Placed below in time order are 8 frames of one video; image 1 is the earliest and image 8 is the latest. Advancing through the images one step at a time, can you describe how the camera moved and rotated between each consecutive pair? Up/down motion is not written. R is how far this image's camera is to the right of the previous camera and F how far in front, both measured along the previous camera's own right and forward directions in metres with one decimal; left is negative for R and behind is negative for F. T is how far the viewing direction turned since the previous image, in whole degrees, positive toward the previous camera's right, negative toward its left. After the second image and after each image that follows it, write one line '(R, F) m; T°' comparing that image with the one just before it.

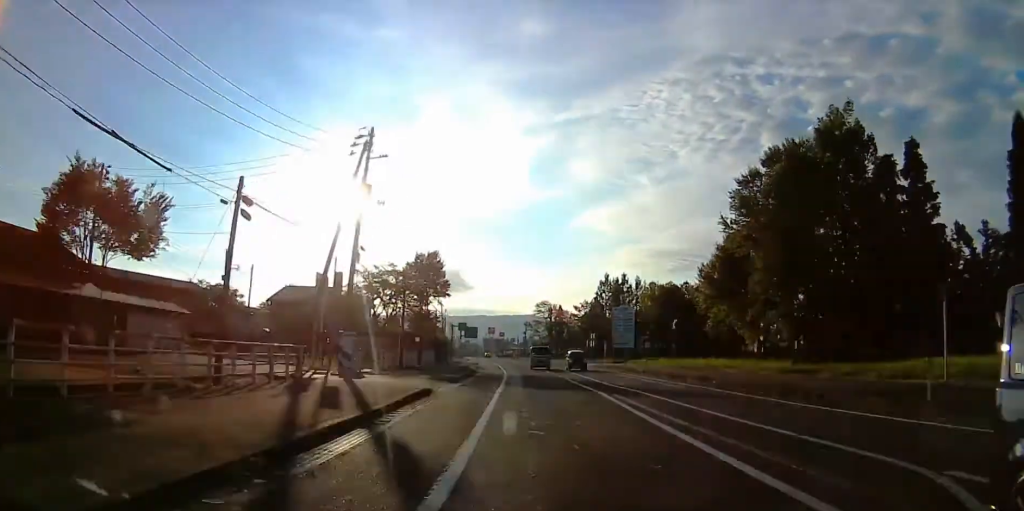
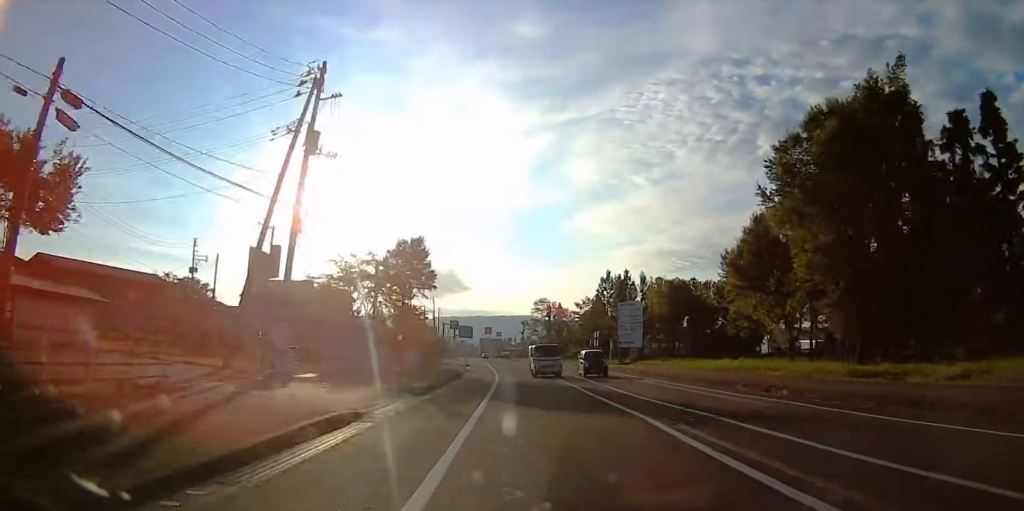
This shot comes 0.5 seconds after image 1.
(-0.2, +9.1) m; +2°
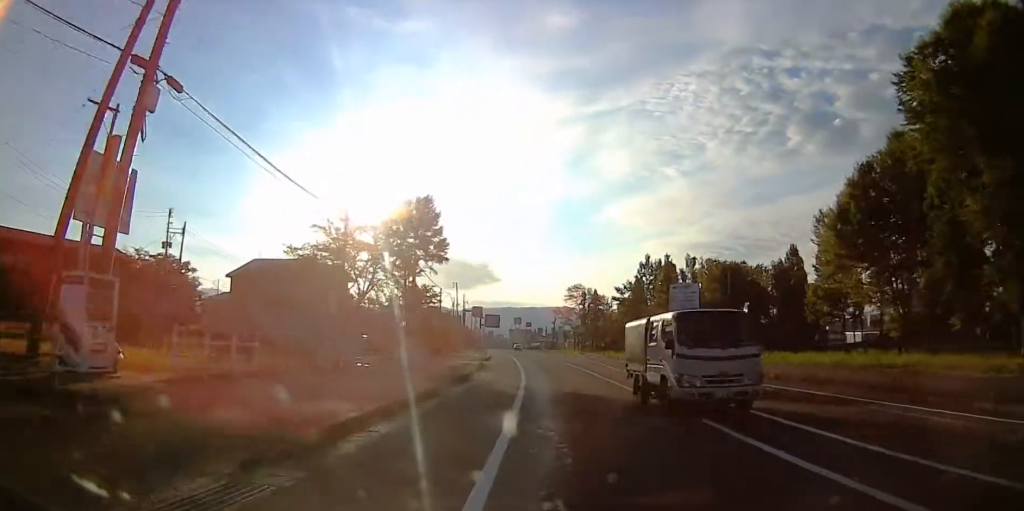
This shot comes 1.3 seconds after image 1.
(+0.9, +14.7) m; 0°
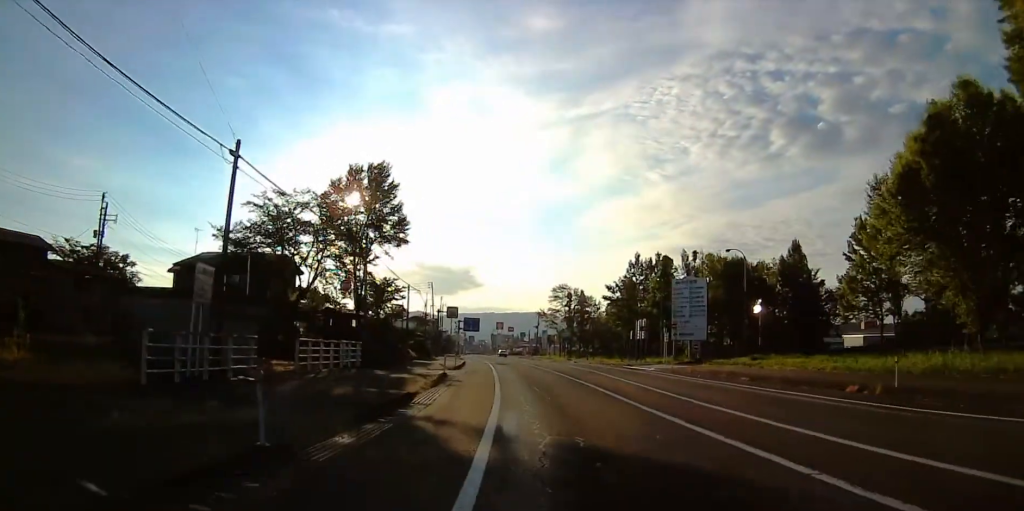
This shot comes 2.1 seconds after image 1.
(-0.4, +12.9) m; -3°
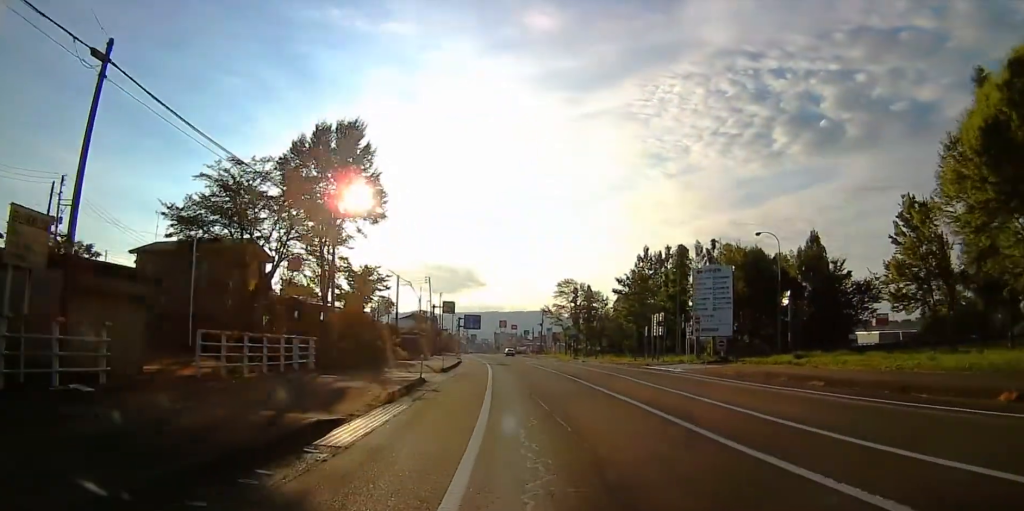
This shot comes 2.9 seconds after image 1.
(-0.4, +10.7) m; -2°
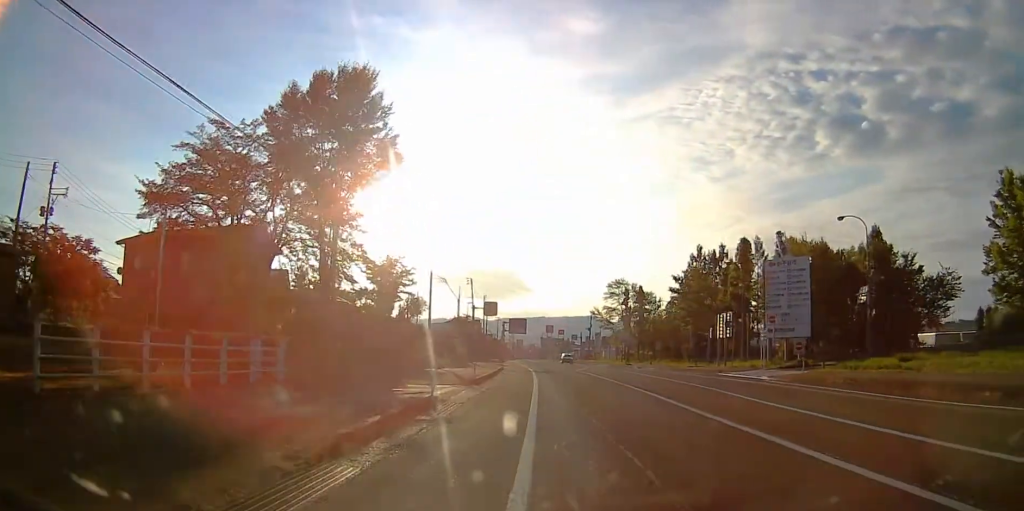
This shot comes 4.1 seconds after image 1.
(0.0, +10.9) m; 0°
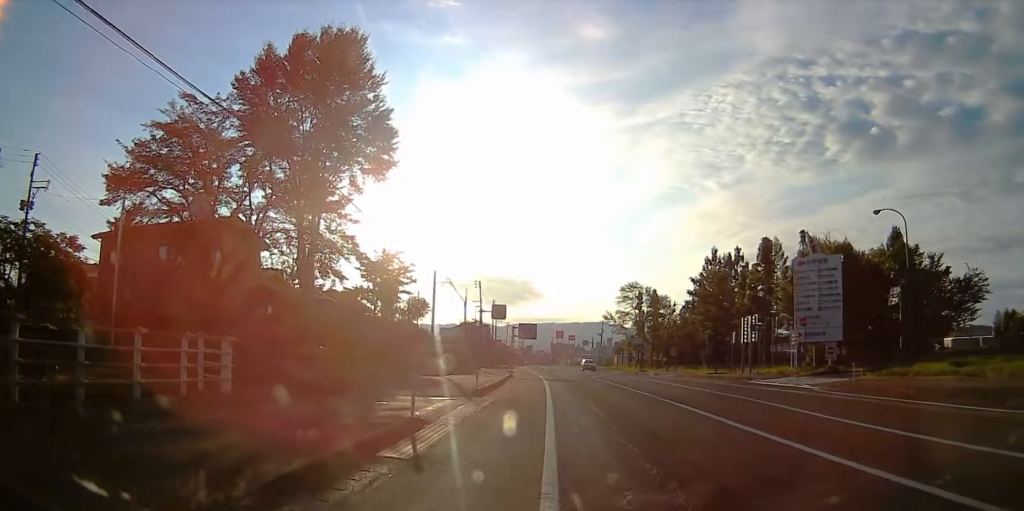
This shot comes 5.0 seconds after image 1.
(0.0, +5.6) m; 0°
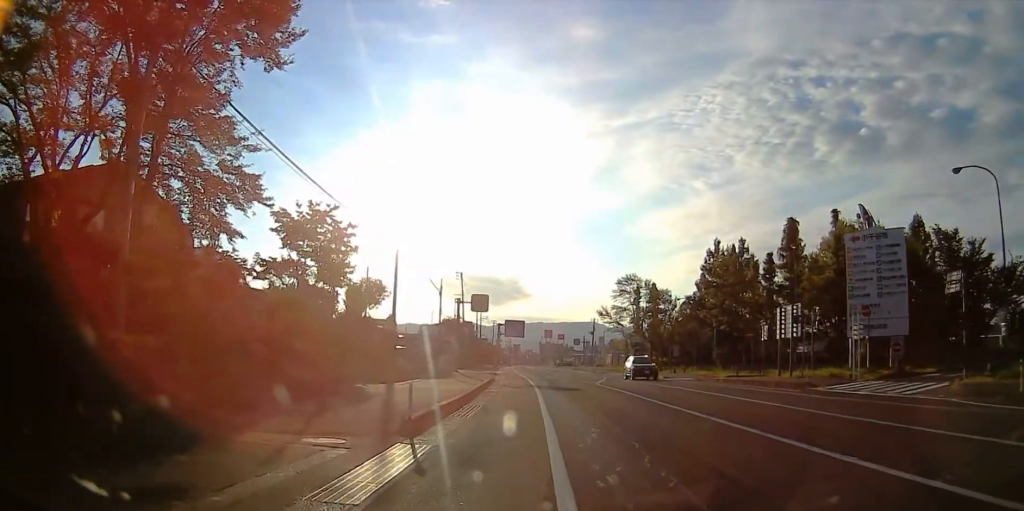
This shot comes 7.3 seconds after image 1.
(0.0, +11.1) m; 0°
